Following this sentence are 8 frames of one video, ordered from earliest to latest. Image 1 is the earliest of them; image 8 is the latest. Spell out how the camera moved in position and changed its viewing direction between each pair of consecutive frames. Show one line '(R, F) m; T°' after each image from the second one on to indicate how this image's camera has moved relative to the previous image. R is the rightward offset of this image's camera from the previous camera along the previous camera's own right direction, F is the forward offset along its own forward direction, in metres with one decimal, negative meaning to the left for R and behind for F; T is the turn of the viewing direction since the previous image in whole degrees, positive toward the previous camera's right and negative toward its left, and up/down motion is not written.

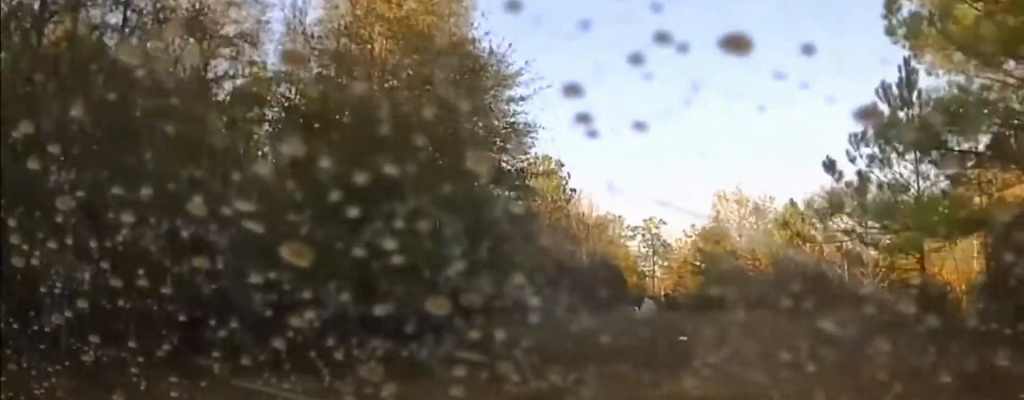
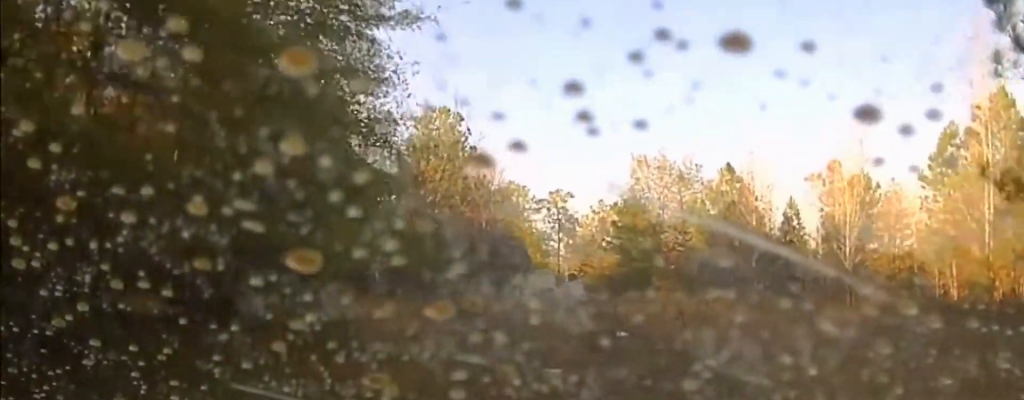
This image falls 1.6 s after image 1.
(-0.1, +11.9) m; +2°
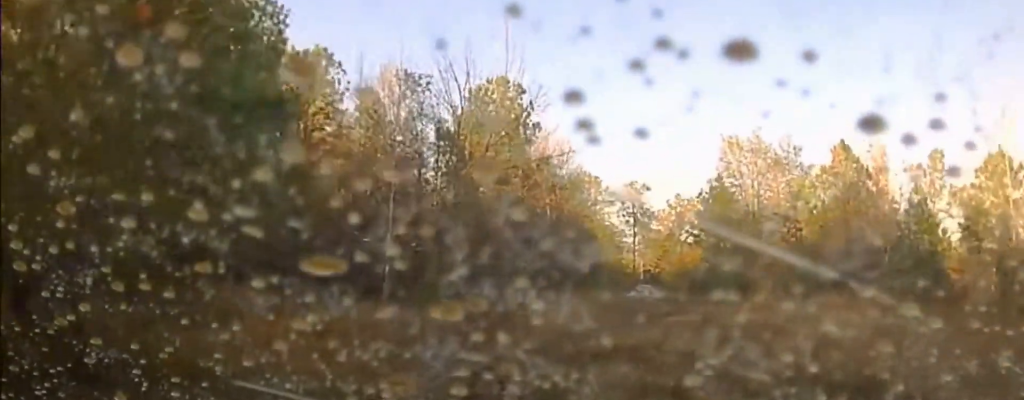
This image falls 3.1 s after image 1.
(+0.3, +11.2) m; +2°
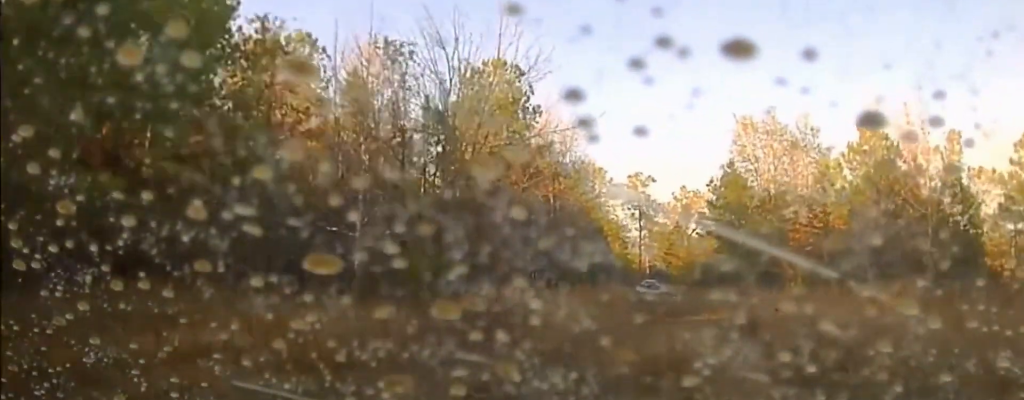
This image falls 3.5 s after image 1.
(0.0, +3.9) m; 0°
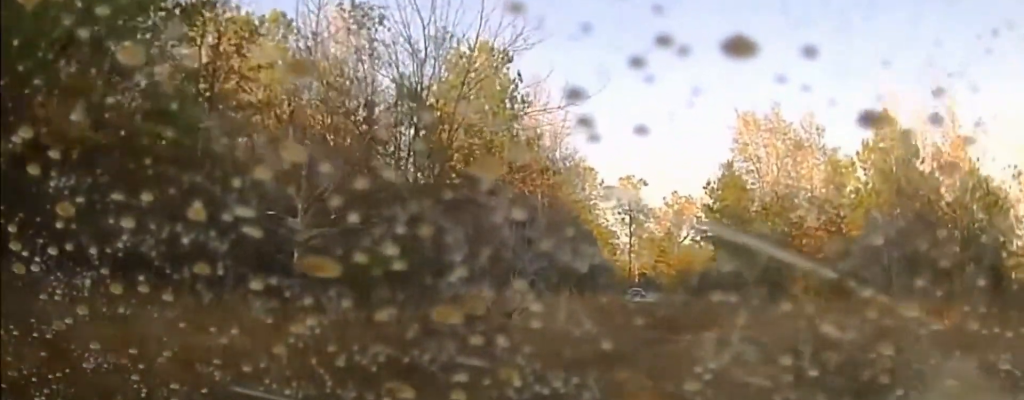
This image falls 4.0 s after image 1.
(0.0, +3.7) m; +1°
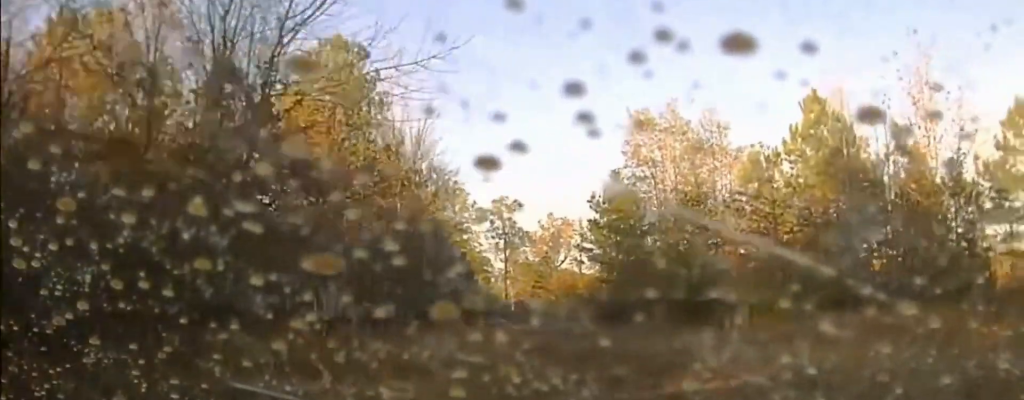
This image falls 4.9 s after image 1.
(+0.1, +8.7) m; +3°
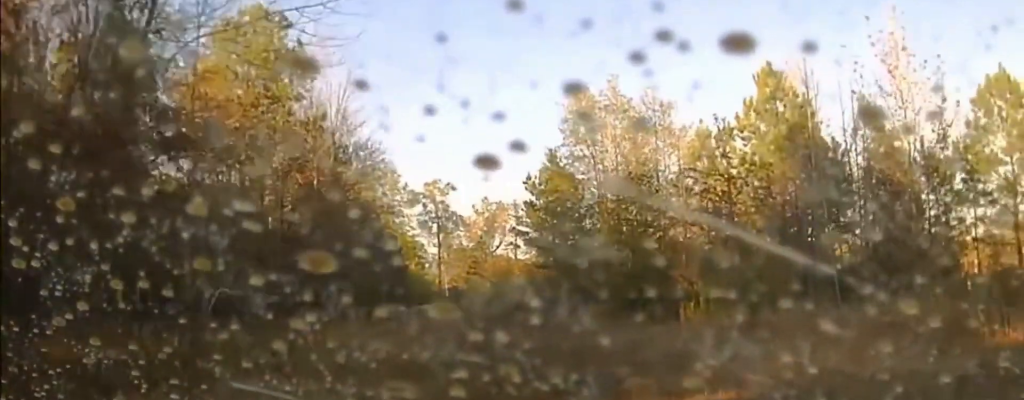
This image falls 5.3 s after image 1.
(+0.1, +4.1) m; +2°
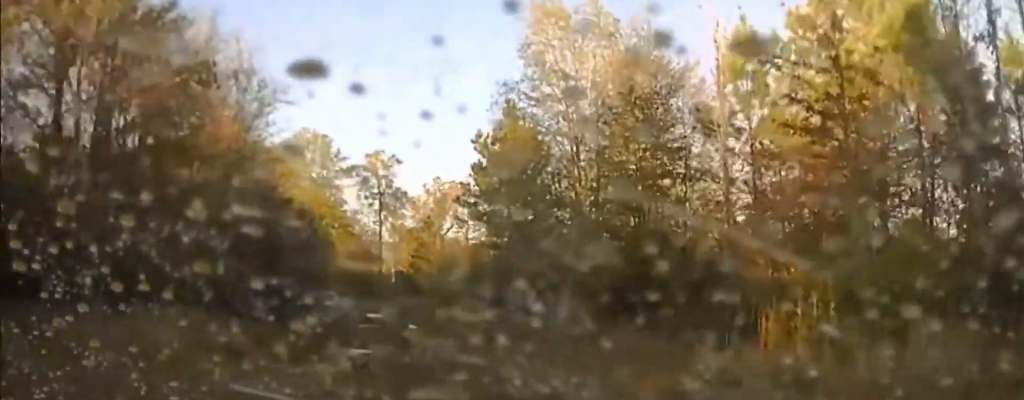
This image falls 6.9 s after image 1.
(+1.0, +17.5) m; +3°
